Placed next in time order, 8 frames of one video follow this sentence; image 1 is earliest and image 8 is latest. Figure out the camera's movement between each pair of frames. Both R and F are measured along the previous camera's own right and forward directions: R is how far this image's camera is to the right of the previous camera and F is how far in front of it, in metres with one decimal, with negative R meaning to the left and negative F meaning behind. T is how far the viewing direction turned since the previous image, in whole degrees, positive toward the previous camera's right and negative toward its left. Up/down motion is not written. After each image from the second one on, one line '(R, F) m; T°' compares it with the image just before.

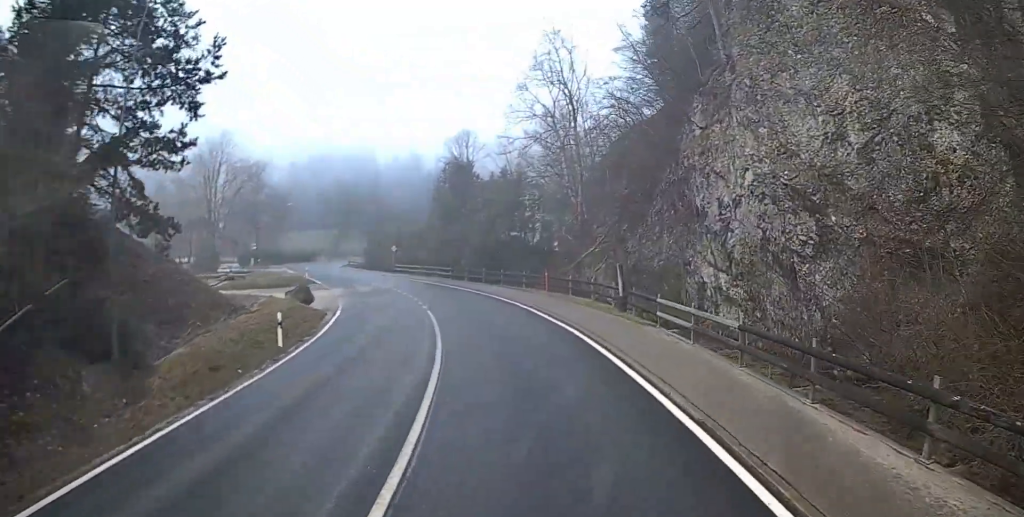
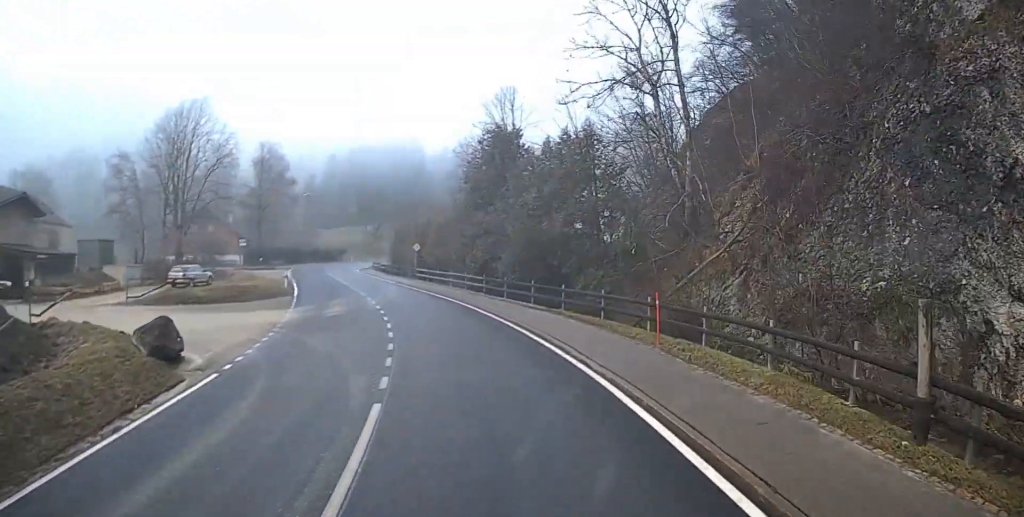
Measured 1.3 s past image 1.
(+2.3, +12.9) m; +7°
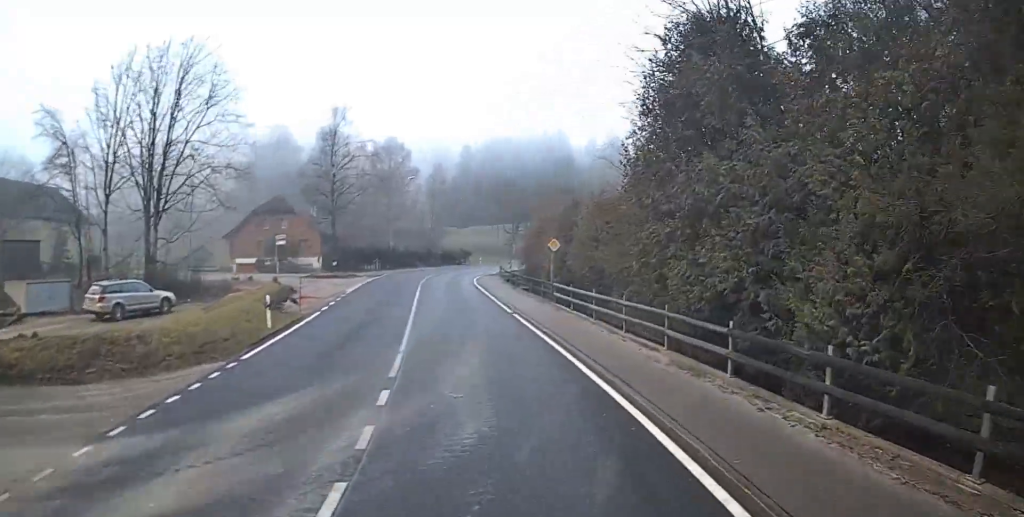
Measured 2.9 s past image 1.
(-2.5, +18.6) m; -12°
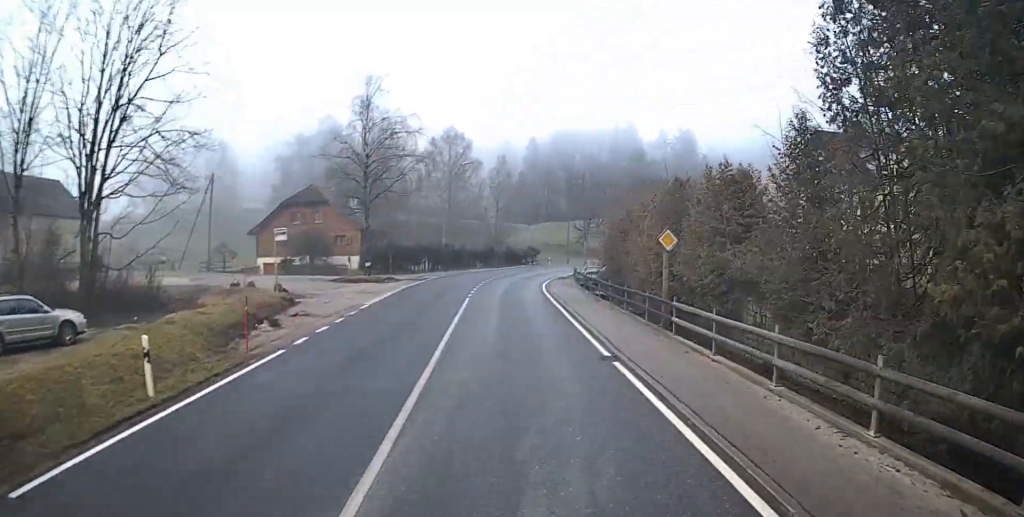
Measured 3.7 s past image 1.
(-0.2, +9.4) m; -1°
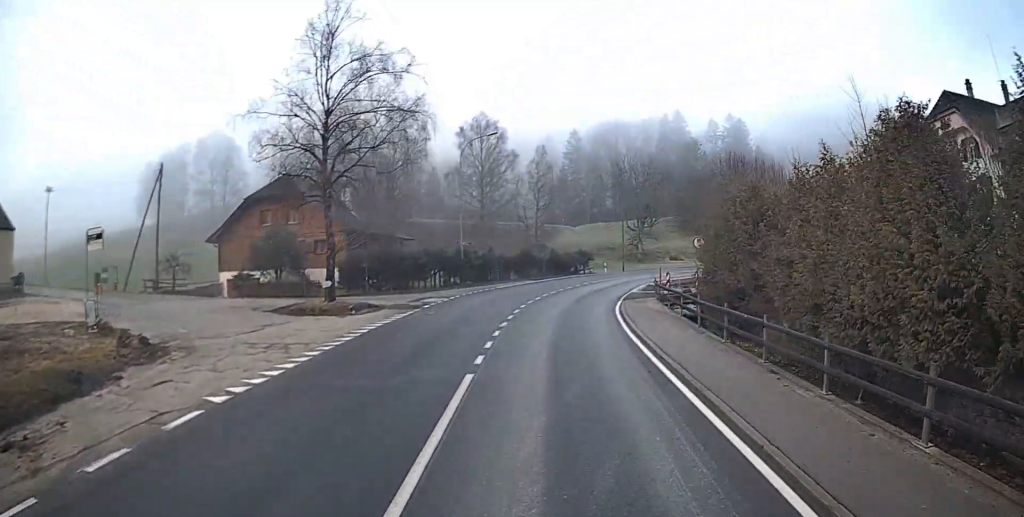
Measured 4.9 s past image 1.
(0.0, +15.7) m; -2°
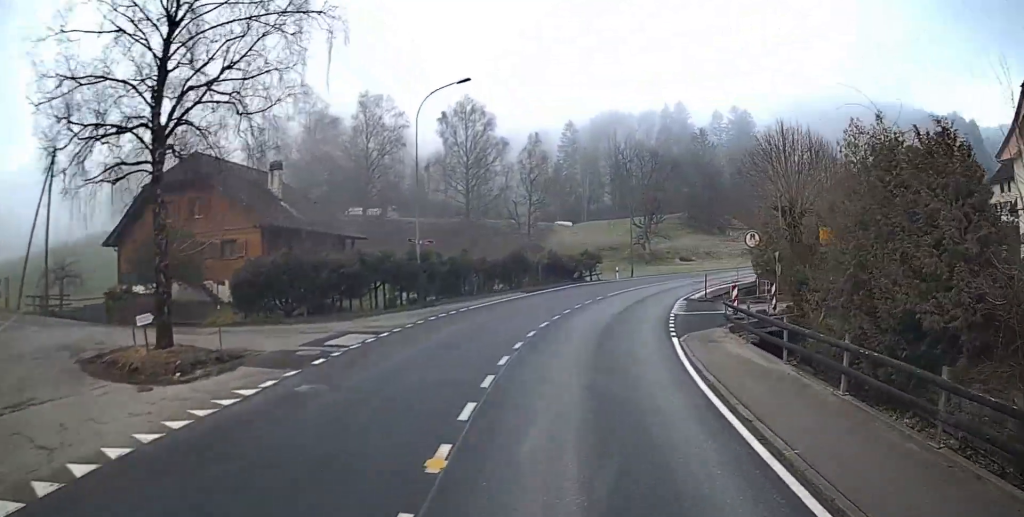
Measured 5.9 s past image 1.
(-0.5, +12.1) m; +7°
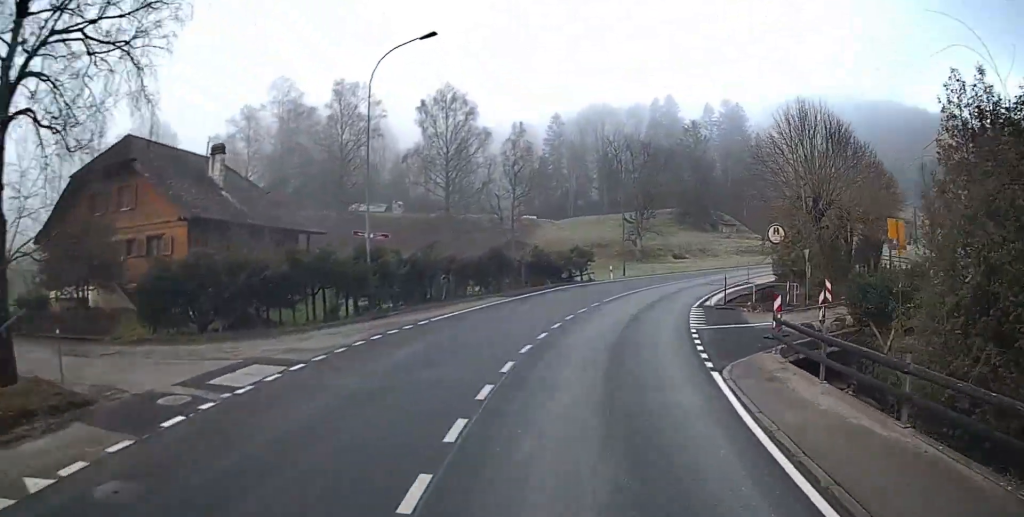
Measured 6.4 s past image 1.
(+0.5, +4.8) m; +5°
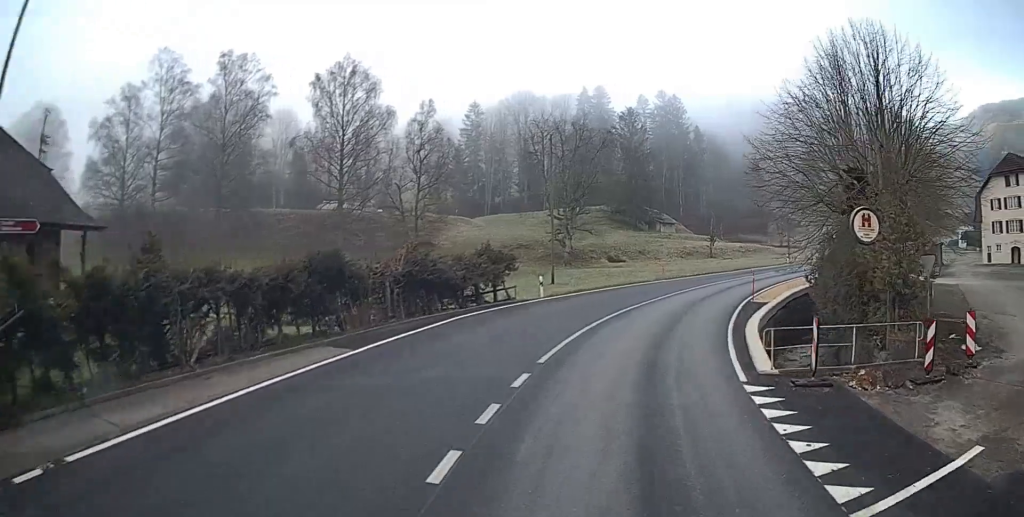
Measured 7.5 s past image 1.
(+2.0, +12.2) m; +11°
